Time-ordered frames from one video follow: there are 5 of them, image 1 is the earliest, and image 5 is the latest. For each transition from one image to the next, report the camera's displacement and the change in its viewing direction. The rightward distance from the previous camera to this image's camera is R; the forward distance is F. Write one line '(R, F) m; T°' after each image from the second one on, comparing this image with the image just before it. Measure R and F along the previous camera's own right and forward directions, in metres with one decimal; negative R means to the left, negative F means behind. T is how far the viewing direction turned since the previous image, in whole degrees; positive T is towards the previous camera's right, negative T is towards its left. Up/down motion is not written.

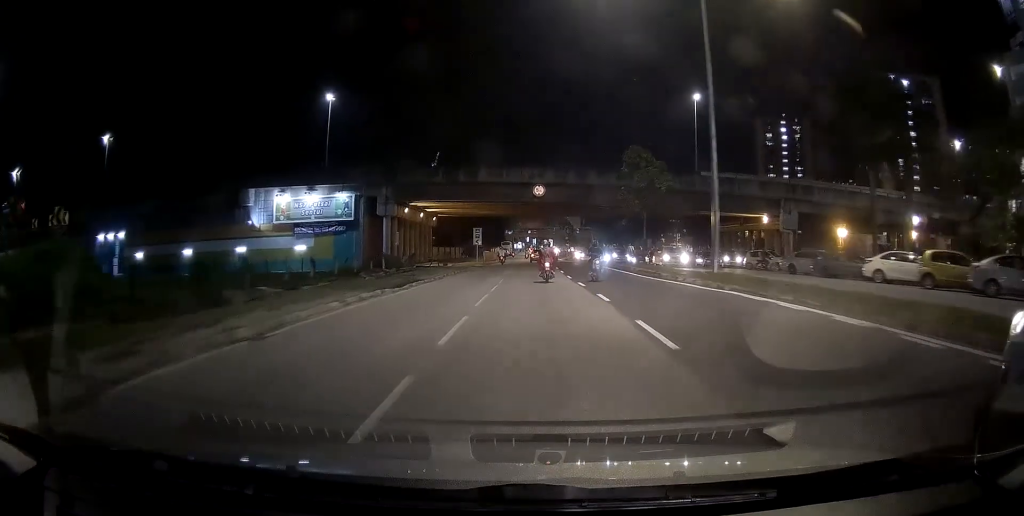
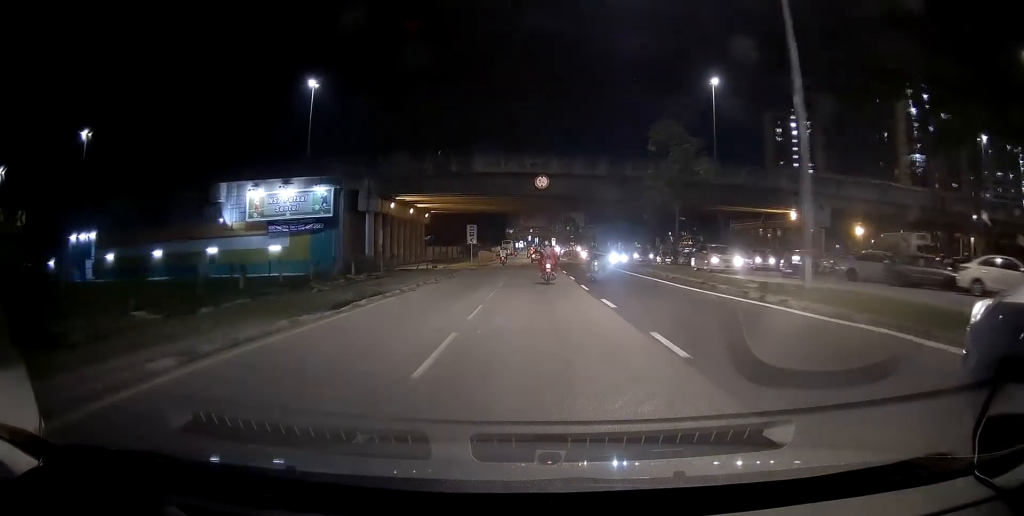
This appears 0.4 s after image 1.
(0.0, +6.9) m; 0°
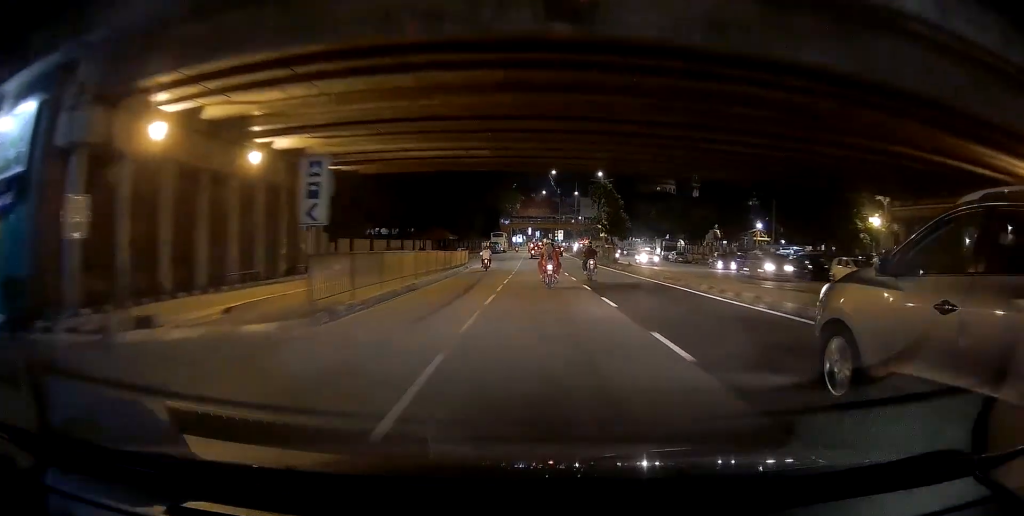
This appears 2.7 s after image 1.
(0.0, +36.8) m; 0°
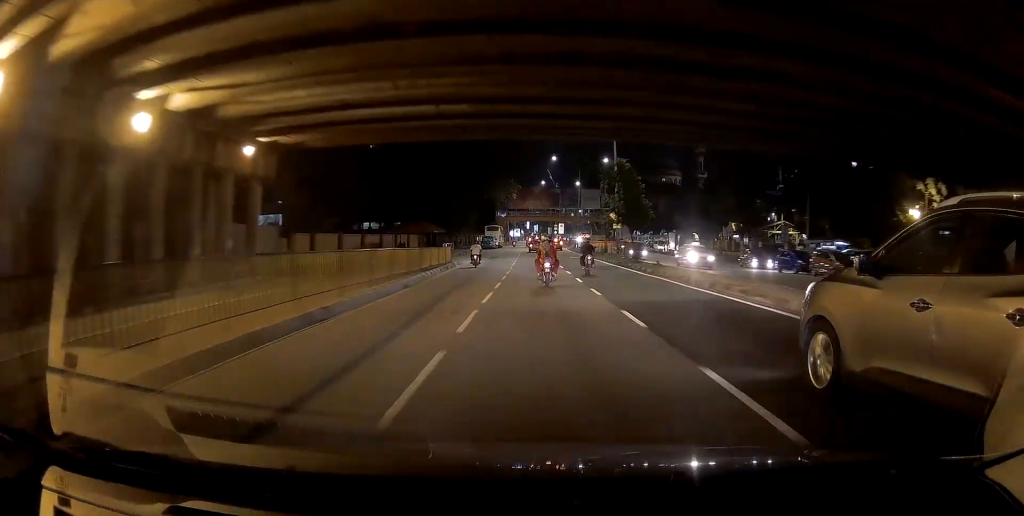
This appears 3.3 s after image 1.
(0.0, +9.1) m; +2°
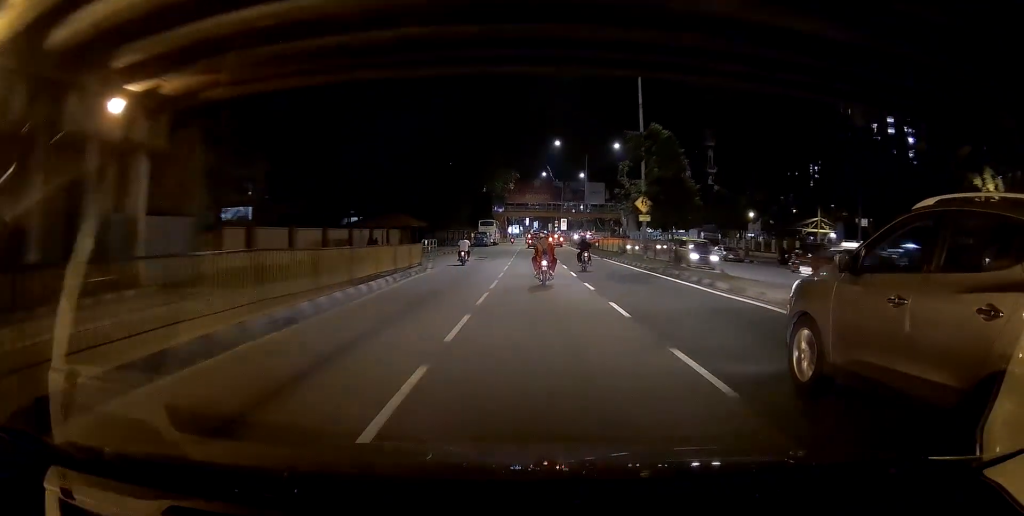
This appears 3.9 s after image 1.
(+0.1, +10.2) m; +1°
